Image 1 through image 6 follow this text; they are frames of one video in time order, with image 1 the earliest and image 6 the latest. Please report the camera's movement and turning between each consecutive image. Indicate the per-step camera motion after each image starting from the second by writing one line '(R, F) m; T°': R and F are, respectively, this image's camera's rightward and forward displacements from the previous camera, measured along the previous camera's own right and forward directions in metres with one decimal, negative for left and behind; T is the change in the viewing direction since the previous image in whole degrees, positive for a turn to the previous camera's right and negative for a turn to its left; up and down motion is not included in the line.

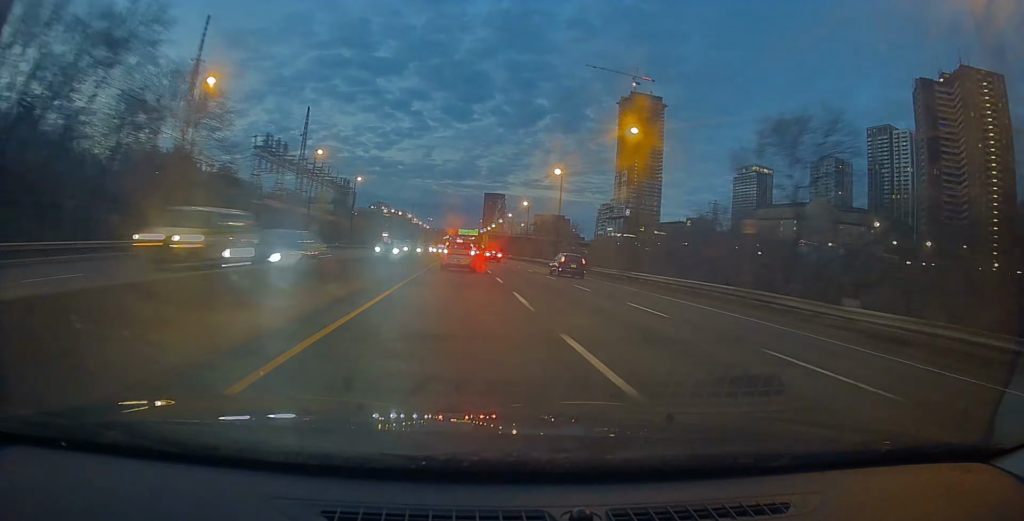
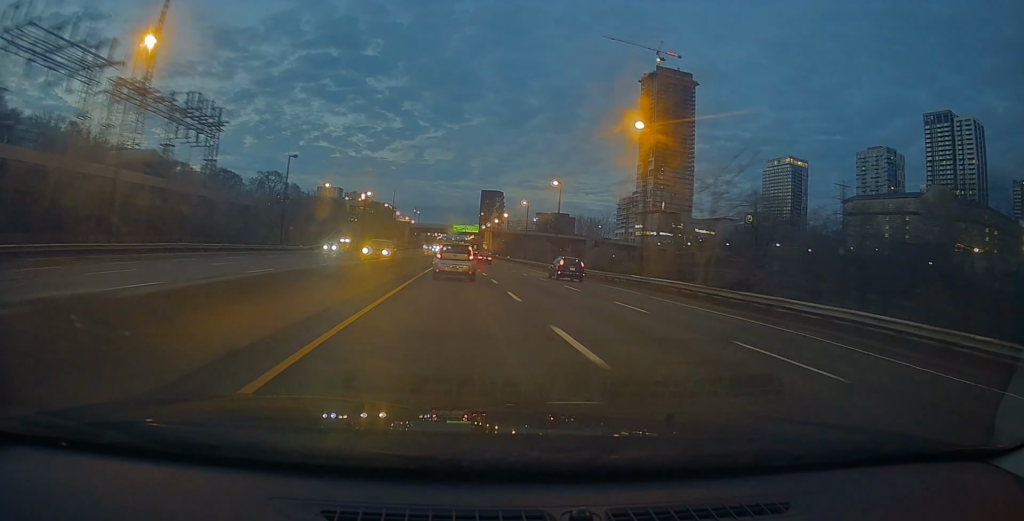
(+0.5, +71.9) m; 0°
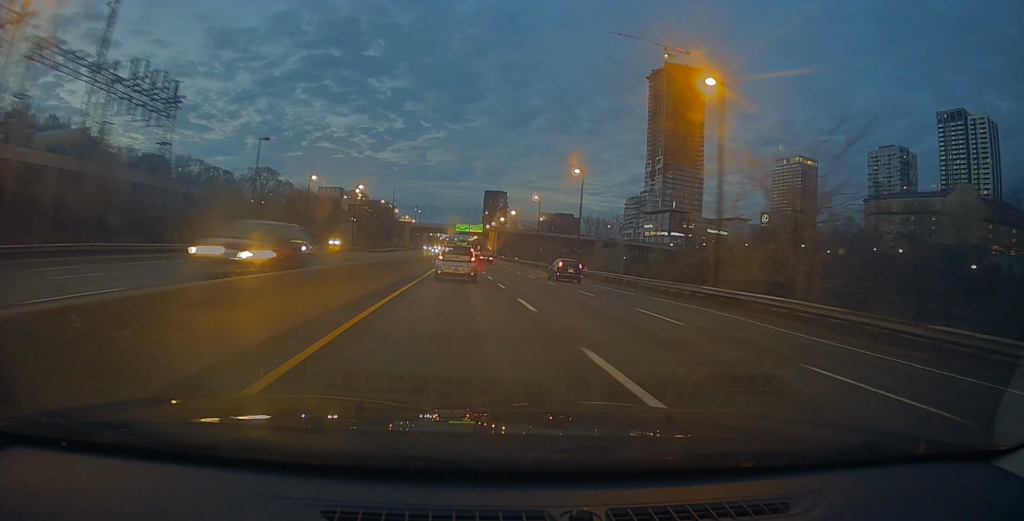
(0.0, +11.2) m; 0°
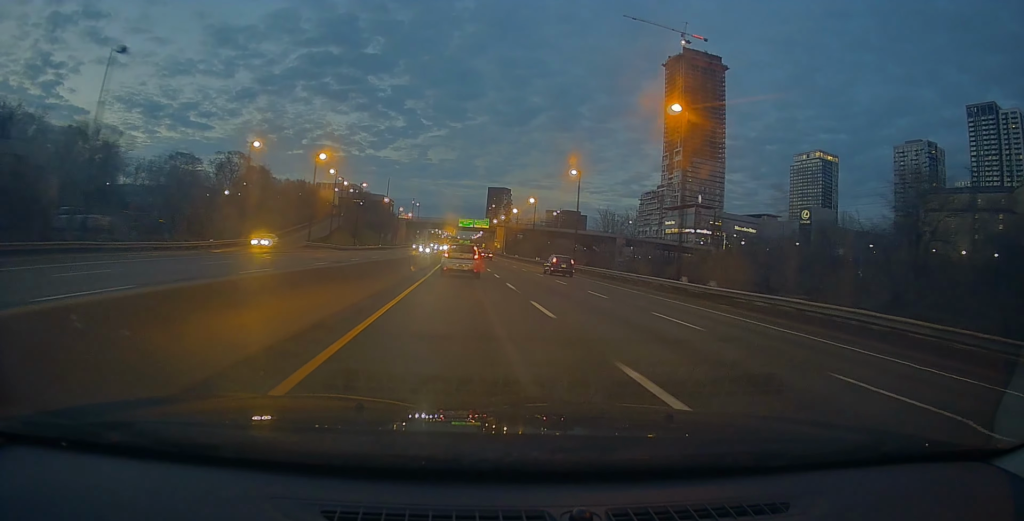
(-0.1, +26.3) m; 0°
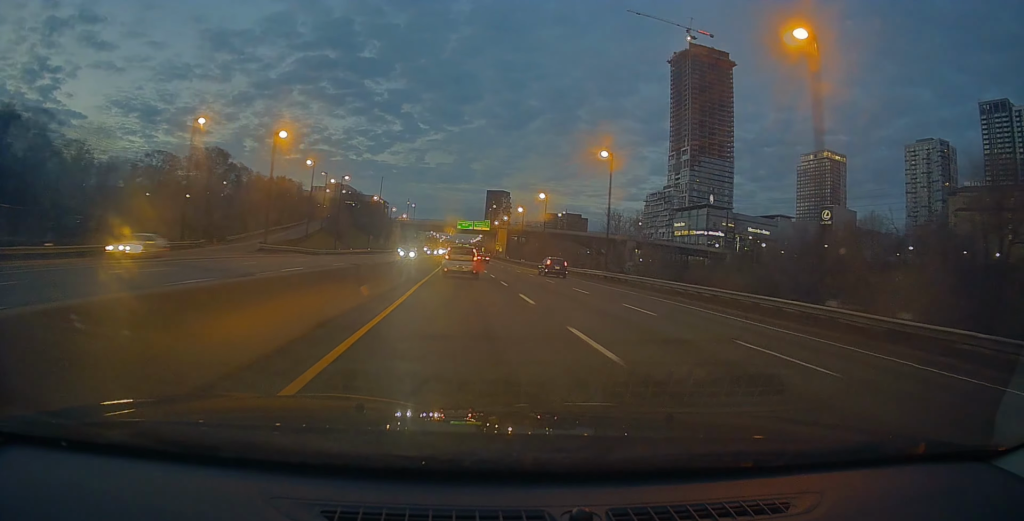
(+0.2, +13.1) m; 0°
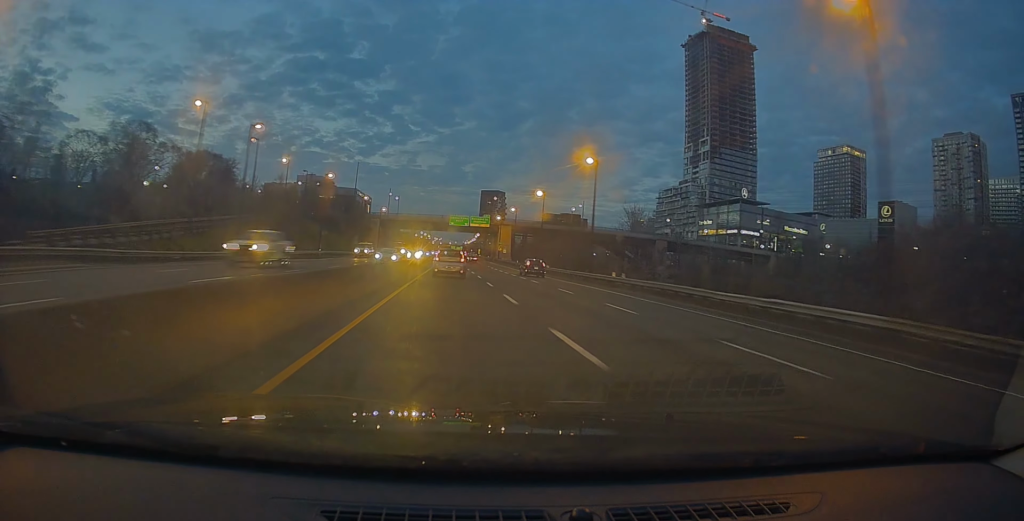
(-0.5, +32.6) m; 0°
